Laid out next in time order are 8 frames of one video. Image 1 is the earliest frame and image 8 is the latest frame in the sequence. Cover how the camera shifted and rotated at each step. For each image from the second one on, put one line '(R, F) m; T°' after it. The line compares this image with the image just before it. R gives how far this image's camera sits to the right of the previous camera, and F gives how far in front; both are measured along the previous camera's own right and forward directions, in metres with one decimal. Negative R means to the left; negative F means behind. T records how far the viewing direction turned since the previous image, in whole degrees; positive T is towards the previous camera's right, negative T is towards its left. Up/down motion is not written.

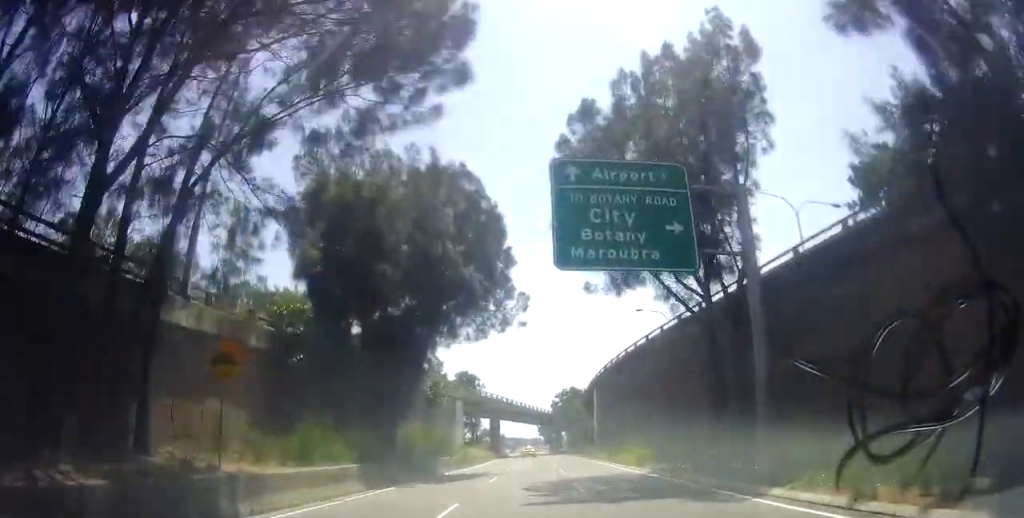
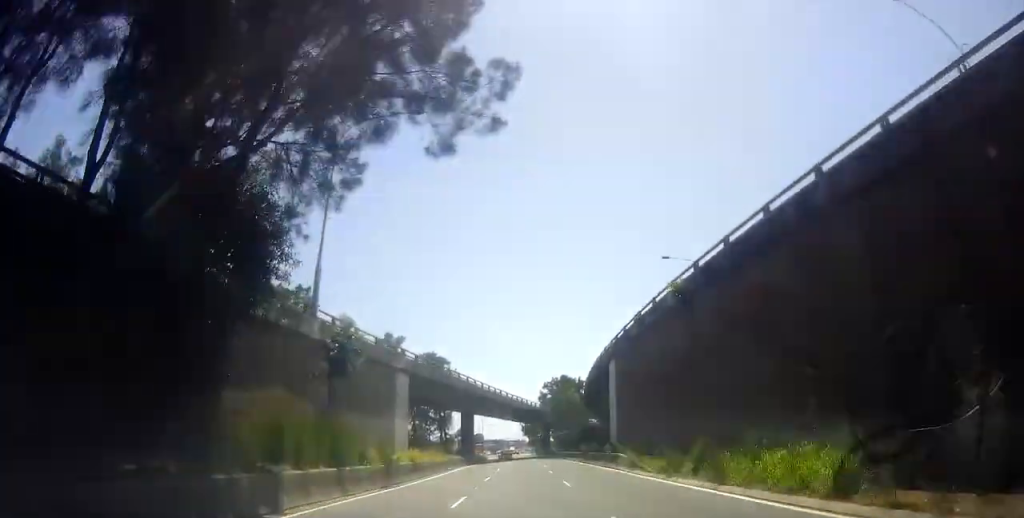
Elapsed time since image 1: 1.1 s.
(-0.4, +19.8) m; 0°
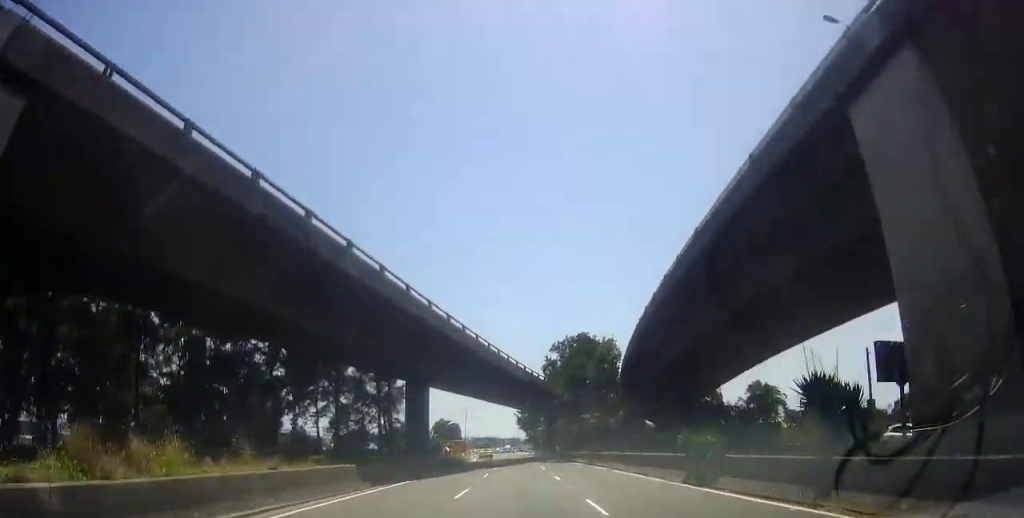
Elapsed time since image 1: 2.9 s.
(+0.3, +31.8) m; +1°
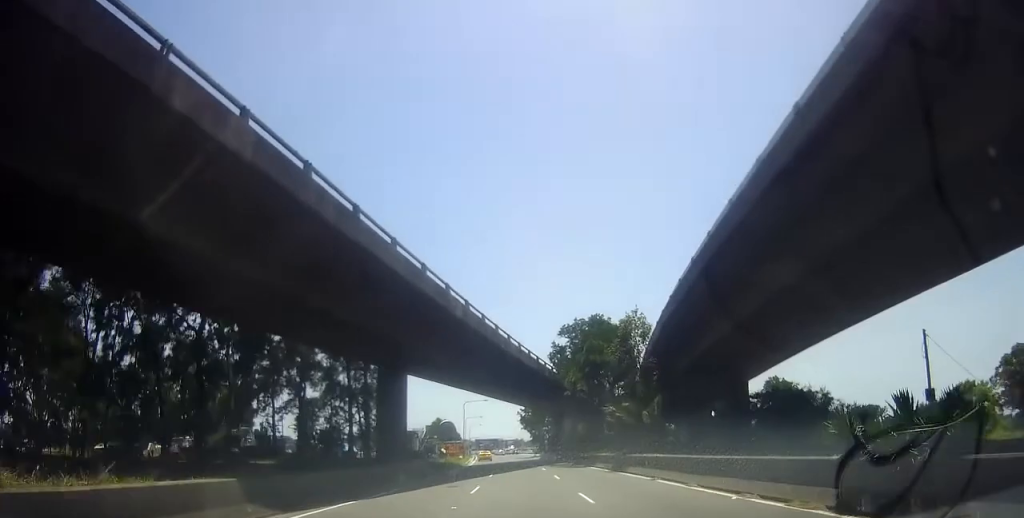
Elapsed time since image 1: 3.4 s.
(+0.1, +8.5) m; 0°
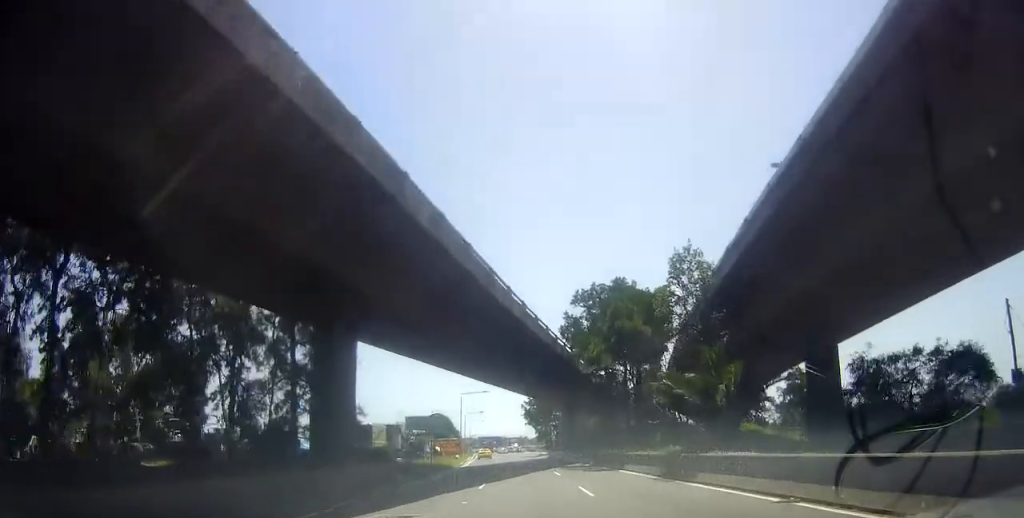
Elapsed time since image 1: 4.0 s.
(+0.1, +10.2) m; +1°
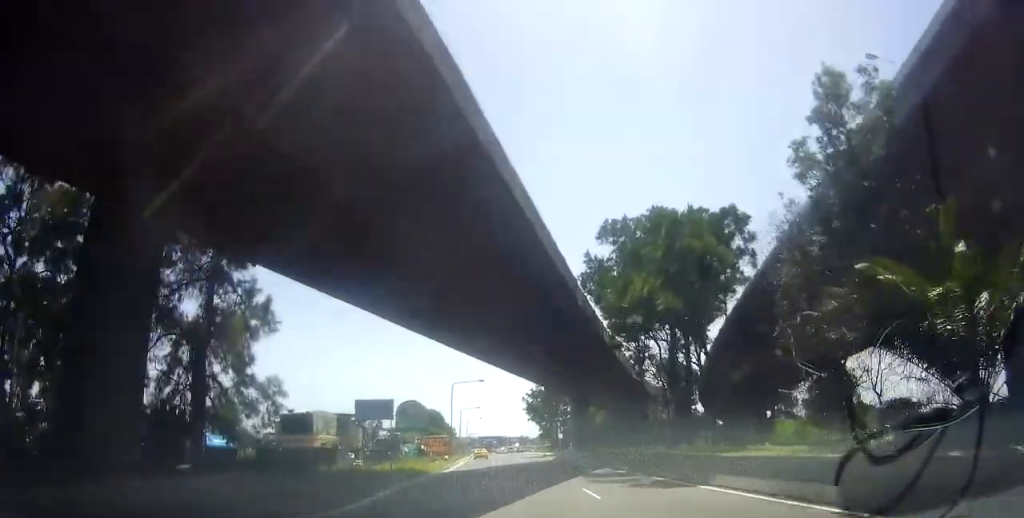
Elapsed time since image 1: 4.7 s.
(0.0, +12.2) m; +1°
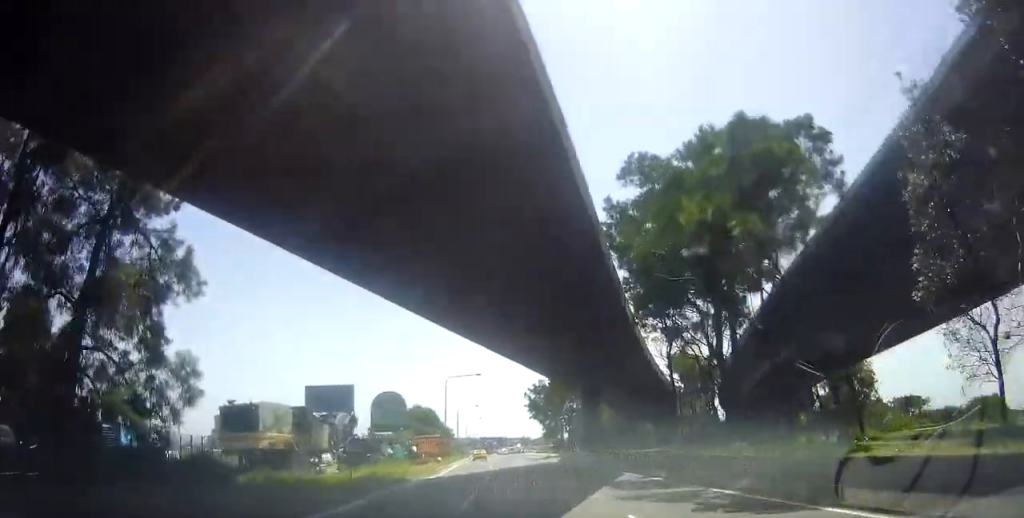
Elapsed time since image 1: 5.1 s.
(+0.1, +6.6) m; 0°
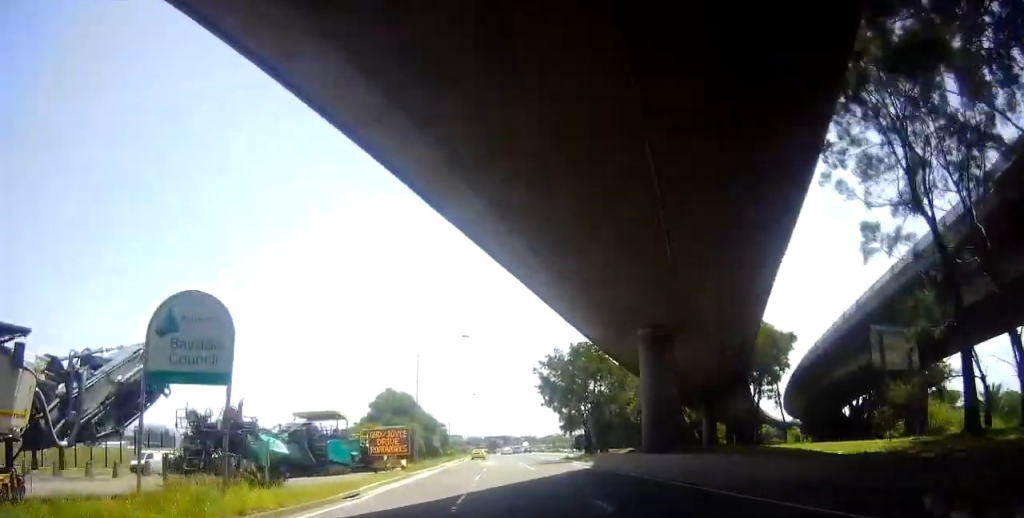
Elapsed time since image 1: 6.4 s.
(+0.1, +20.0) m; -1°
